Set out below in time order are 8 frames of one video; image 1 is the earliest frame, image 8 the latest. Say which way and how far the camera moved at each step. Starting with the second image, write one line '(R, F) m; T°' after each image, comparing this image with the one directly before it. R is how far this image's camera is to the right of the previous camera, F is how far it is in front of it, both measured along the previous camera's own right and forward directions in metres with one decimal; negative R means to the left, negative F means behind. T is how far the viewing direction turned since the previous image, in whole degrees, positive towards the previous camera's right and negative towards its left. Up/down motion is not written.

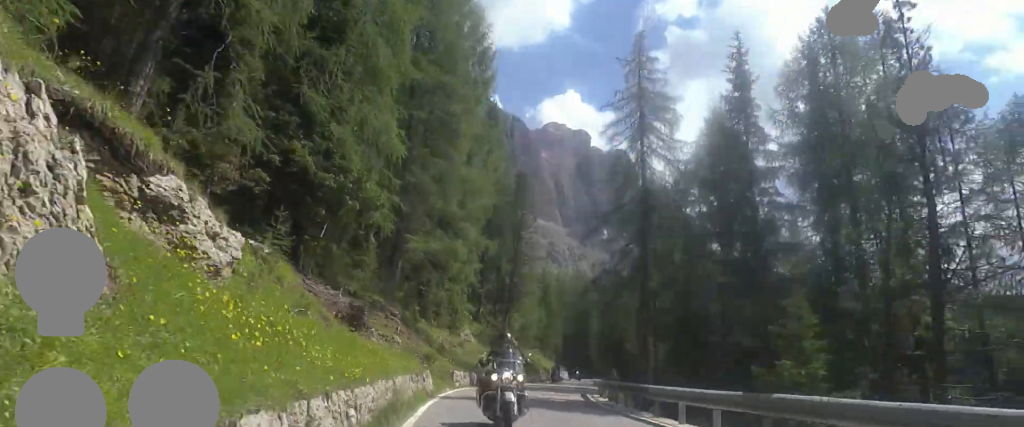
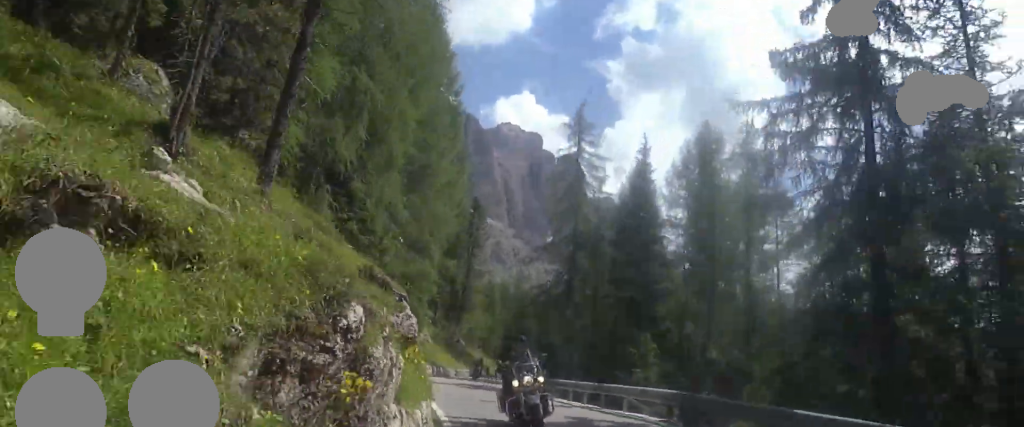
(0.0, +10.3) m; 0°
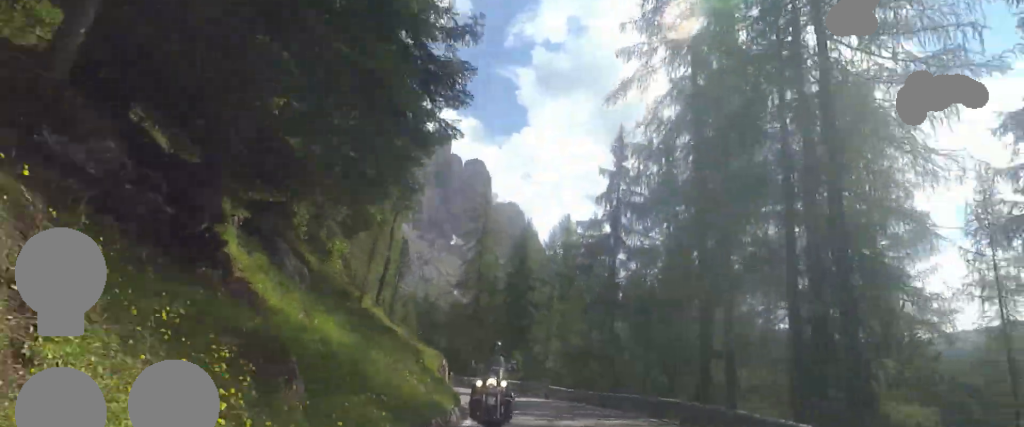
(+0.8, +19.6) m; +5°
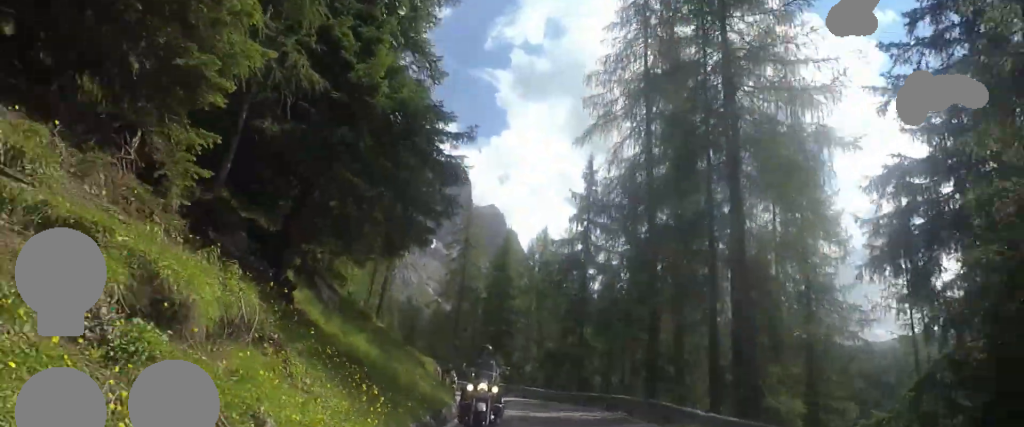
(+0.4, +4.8) m; 0°
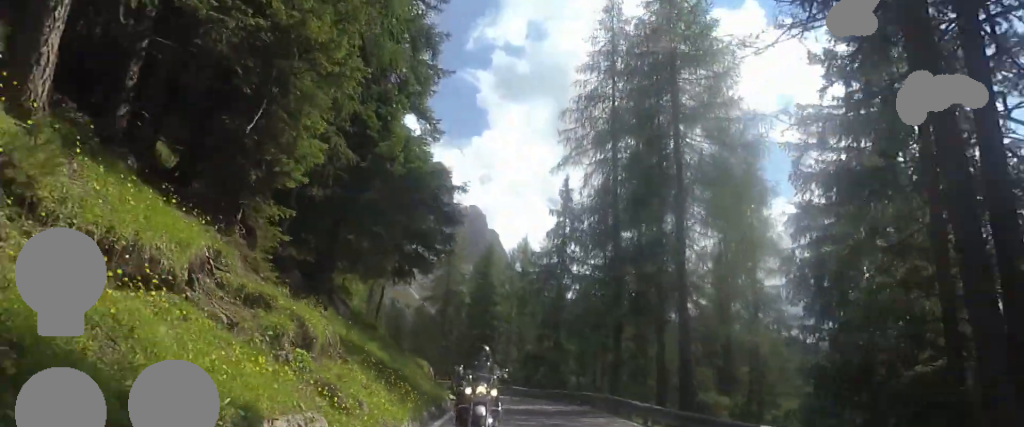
(-0.1, +4.6) m; 0°
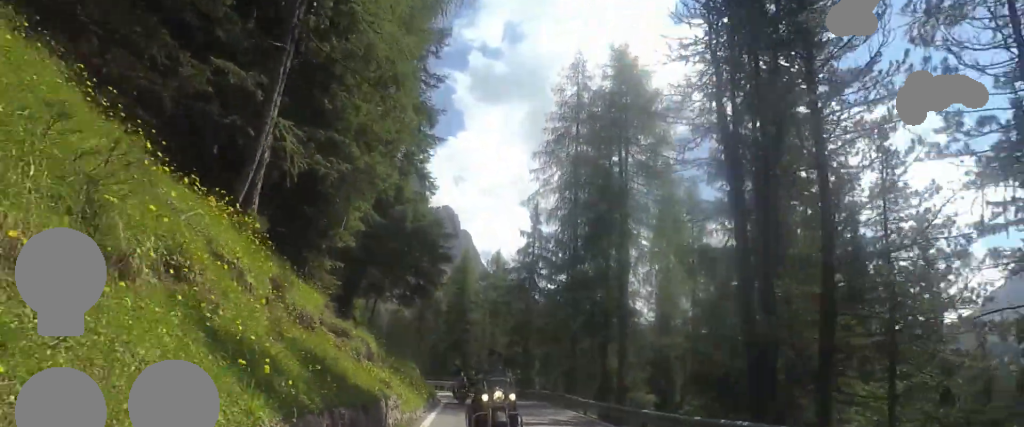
(-0.6, +7.2) m; +1°
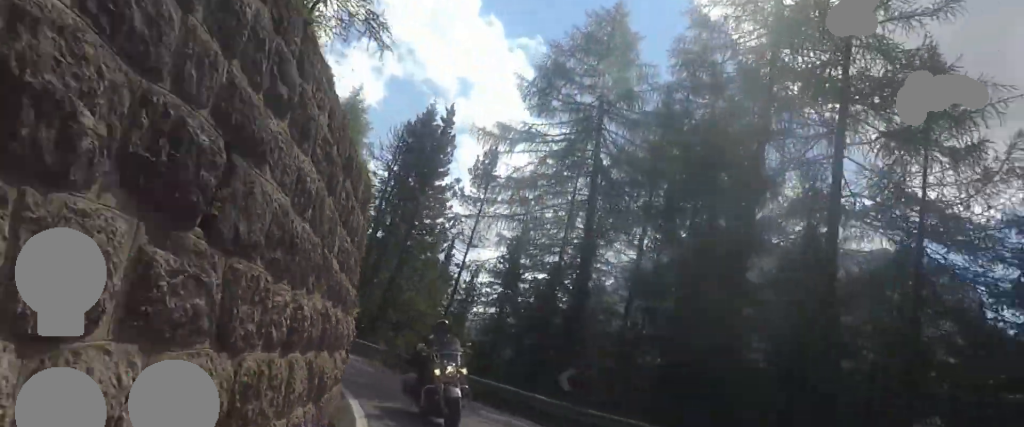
(+8.0, +18.2) m; +41°
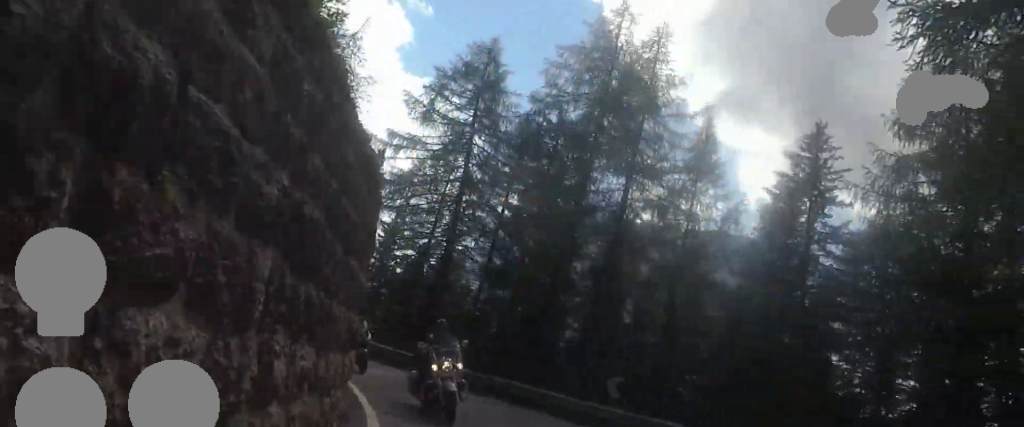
(+0.1, +7.4) m; +7°
